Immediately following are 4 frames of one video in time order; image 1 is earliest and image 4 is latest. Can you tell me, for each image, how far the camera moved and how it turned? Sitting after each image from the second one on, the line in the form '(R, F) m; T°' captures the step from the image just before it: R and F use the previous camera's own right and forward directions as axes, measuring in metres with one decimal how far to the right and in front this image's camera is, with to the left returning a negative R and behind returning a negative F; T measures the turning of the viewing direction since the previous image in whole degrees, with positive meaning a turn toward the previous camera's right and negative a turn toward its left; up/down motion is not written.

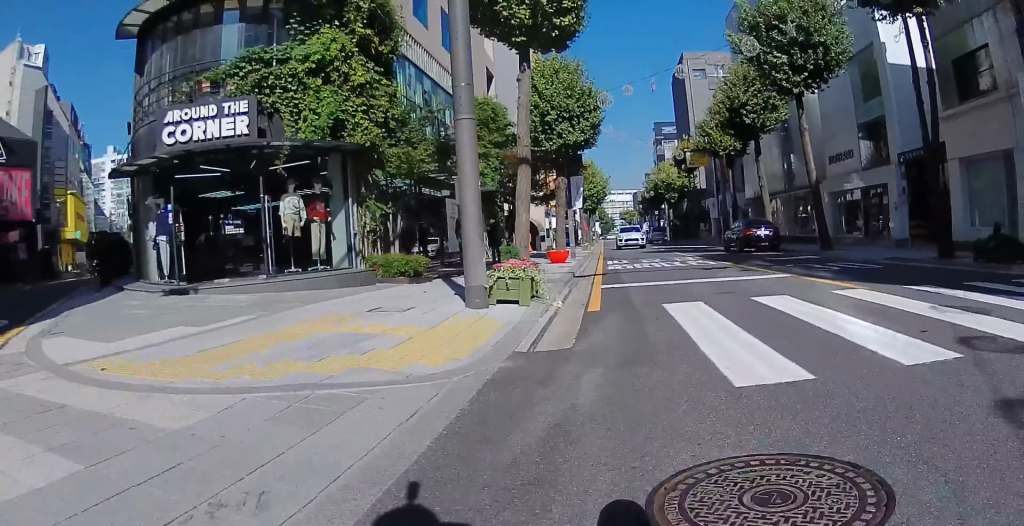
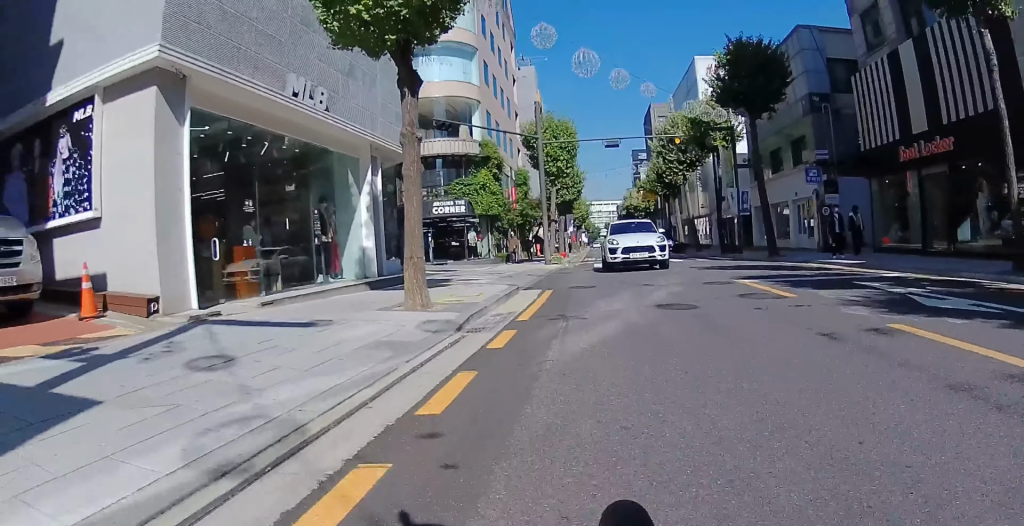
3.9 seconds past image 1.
(+0.8, +21.4) m; -2°
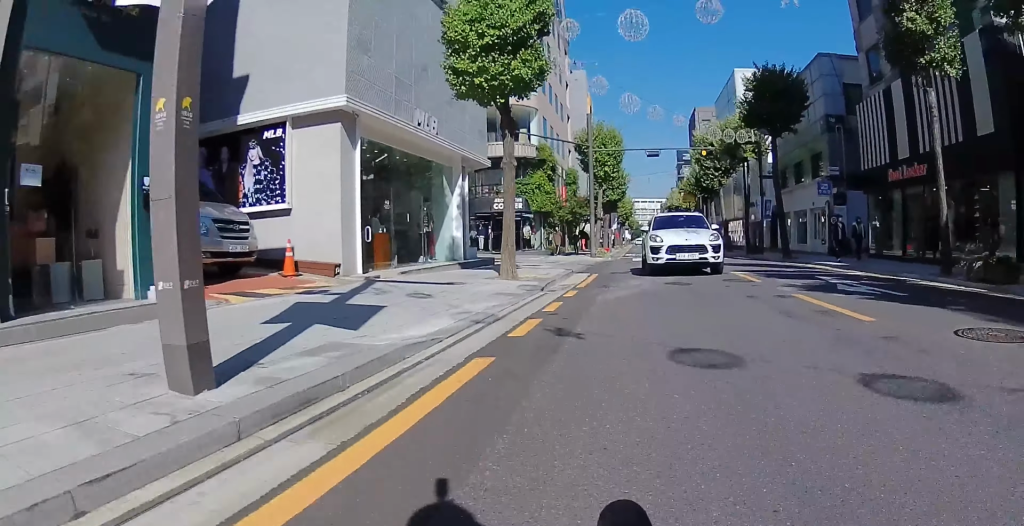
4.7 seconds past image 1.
(-0.1, +4.0) m; +1°
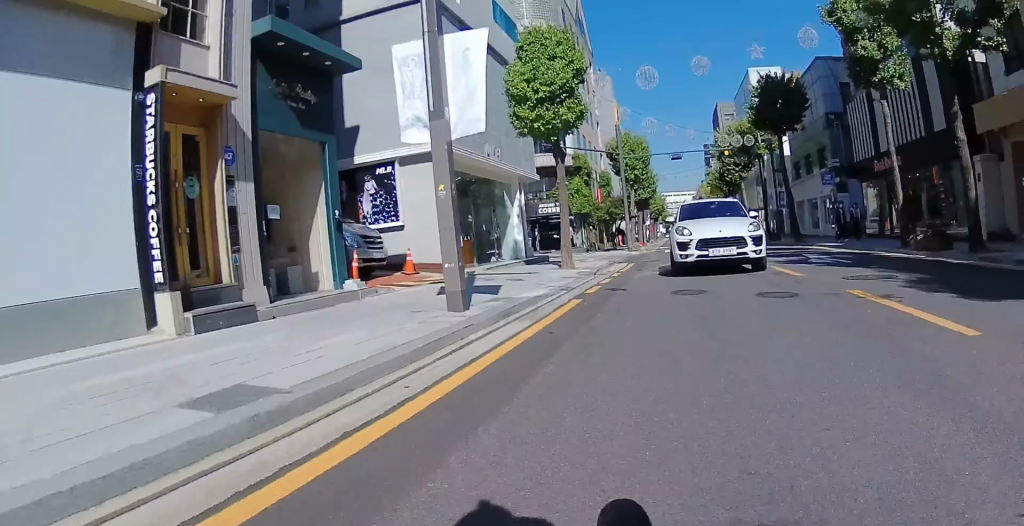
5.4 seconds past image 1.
(+0.1, +3.9) m; +2°
